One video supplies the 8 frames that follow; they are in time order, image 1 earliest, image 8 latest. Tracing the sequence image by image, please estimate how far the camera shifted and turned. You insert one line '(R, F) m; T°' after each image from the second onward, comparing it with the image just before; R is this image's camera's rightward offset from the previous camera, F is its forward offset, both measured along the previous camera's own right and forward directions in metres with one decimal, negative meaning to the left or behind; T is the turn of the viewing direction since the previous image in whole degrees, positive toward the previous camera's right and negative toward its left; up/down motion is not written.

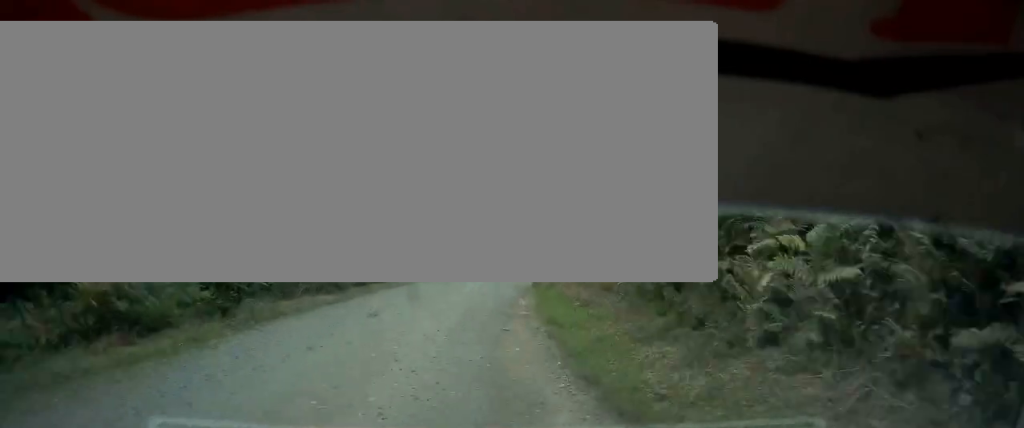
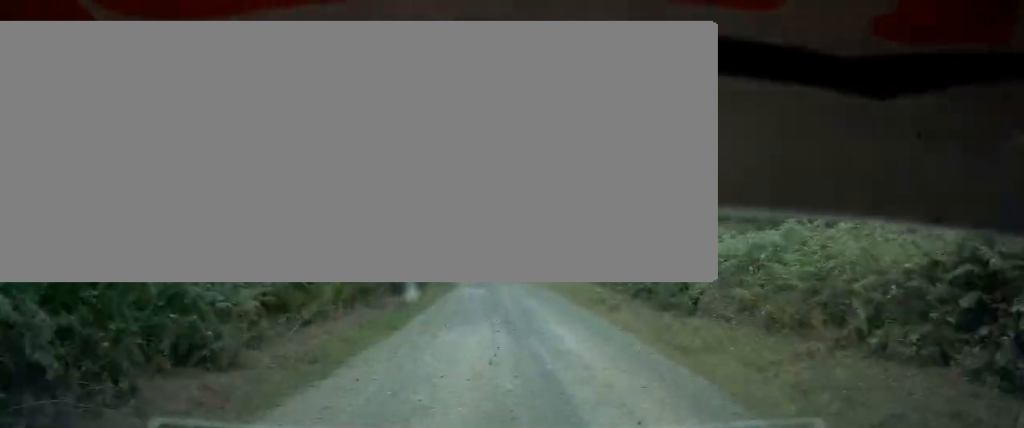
(-1.2, +65.6) m; -1°
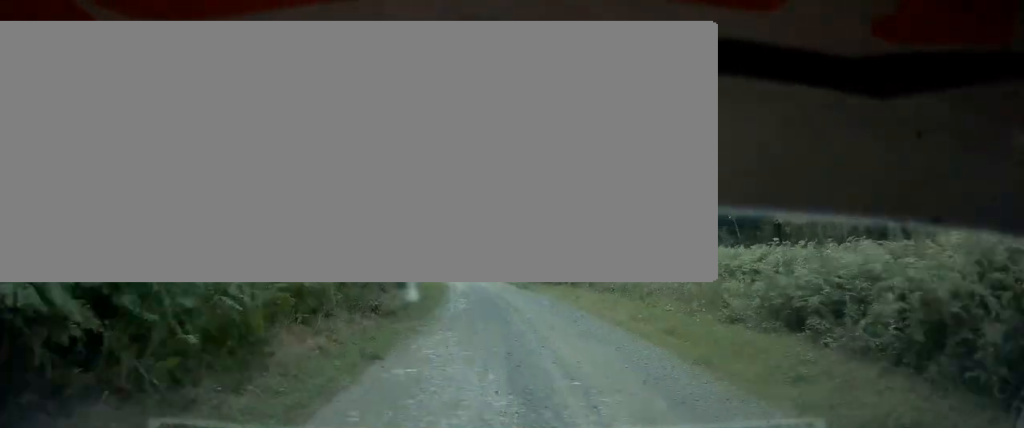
(+0.1, +19.7) m; 0°
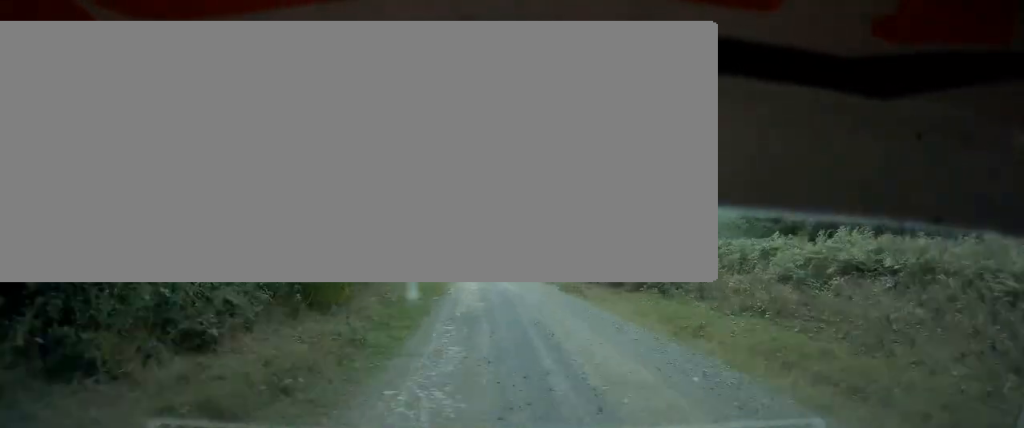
(0.0, +14.8) m; -1°
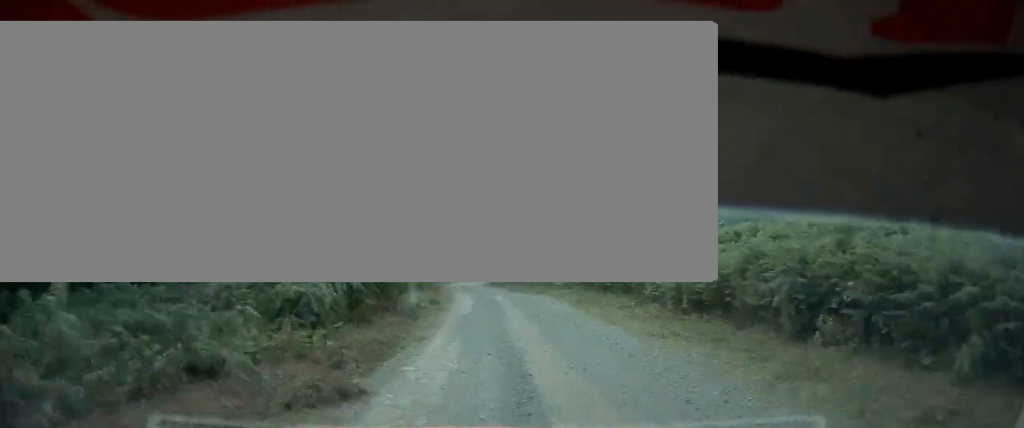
(-1.3, +37.6) m; -5°
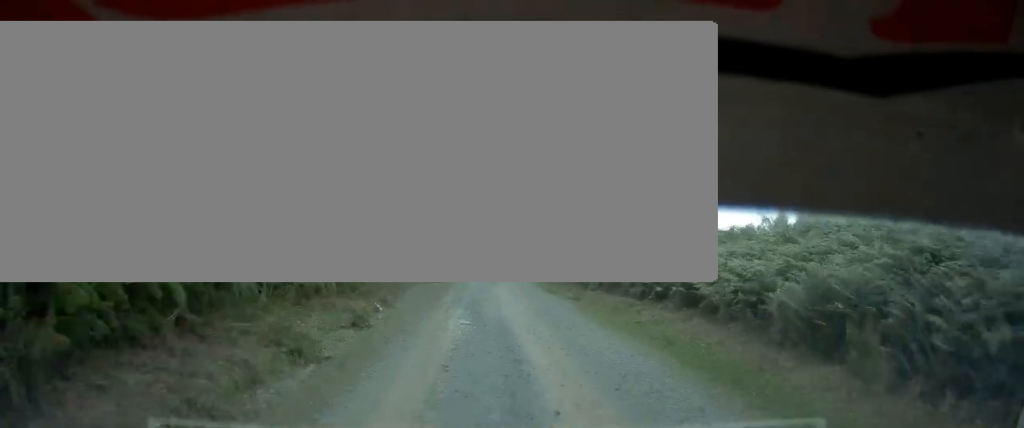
(-2.0, +37.3) m; -1°
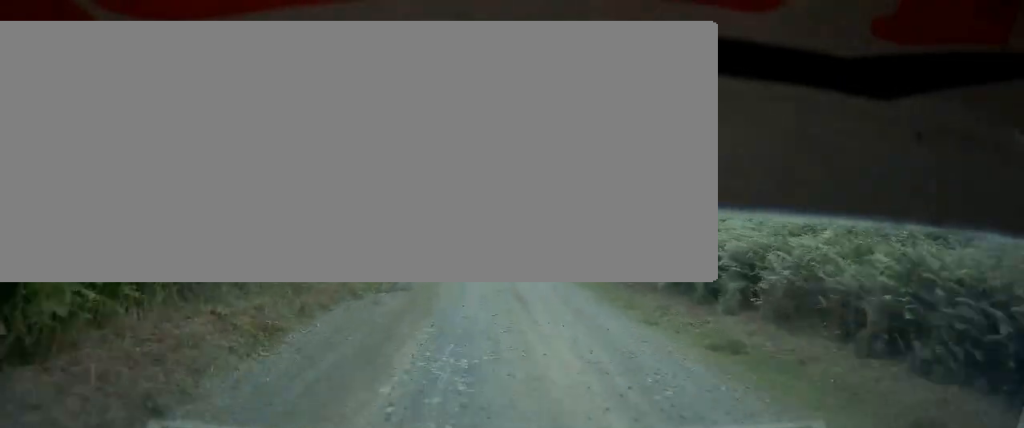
(-0.4, +14.0) m; +1°
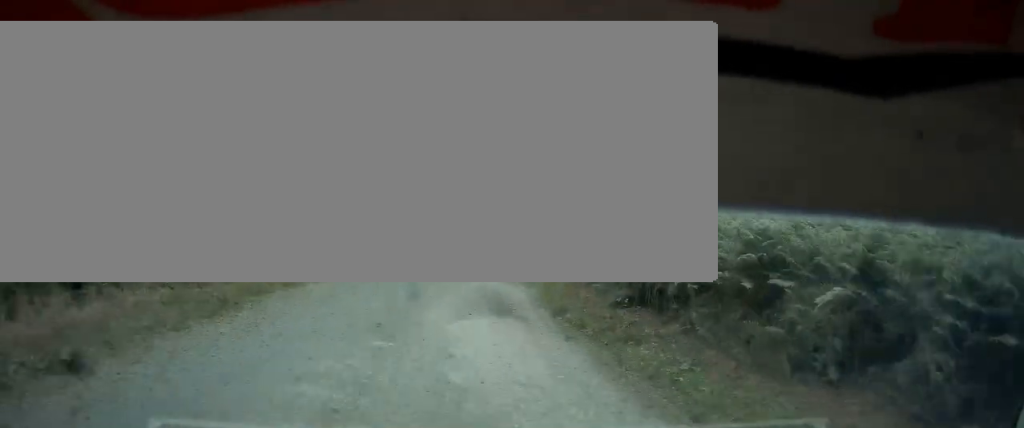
(+1.8, +26.1) m; +6°
